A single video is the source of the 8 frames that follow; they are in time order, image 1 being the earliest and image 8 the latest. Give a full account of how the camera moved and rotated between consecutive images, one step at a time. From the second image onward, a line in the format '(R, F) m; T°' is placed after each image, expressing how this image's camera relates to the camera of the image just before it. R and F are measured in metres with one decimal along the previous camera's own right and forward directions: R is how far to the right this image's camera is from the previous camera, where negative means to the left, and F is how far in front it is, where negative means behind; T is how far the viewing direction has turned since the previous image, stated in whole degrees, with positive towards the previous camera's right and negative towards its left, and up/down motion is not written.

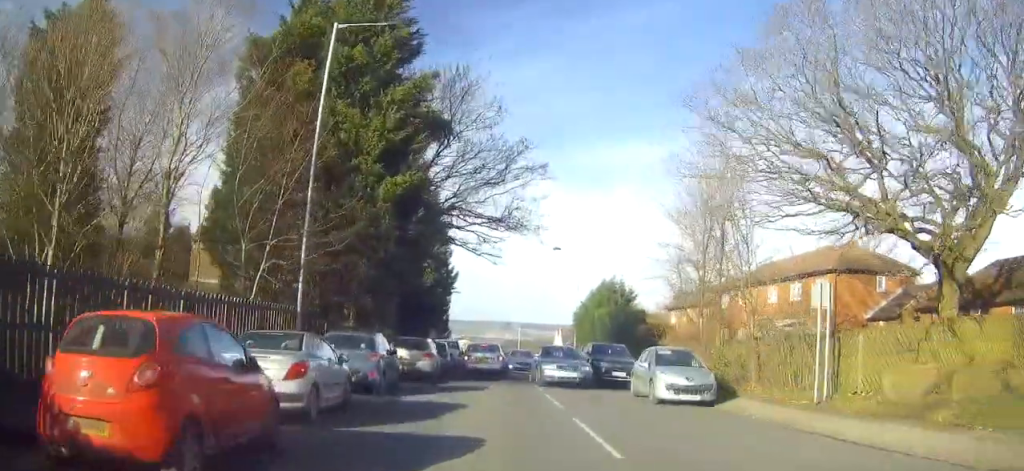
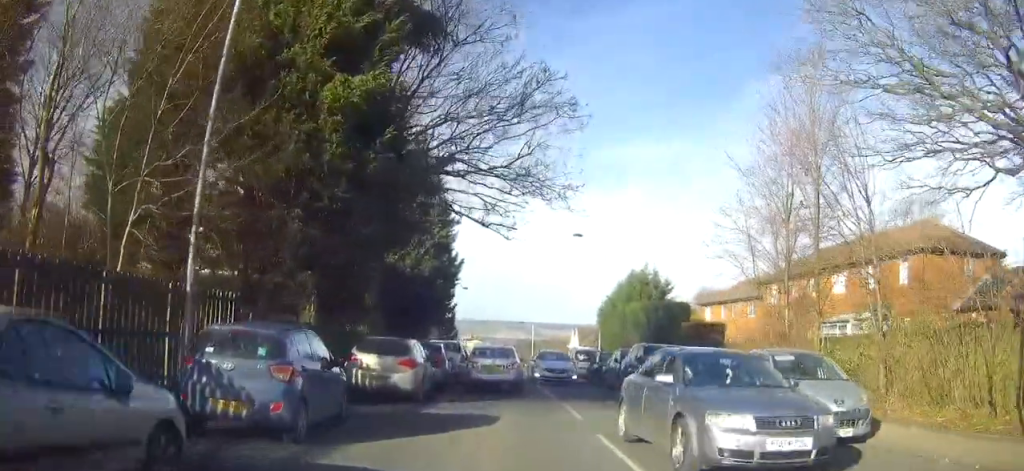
(0.0, +7.3) m; 0°
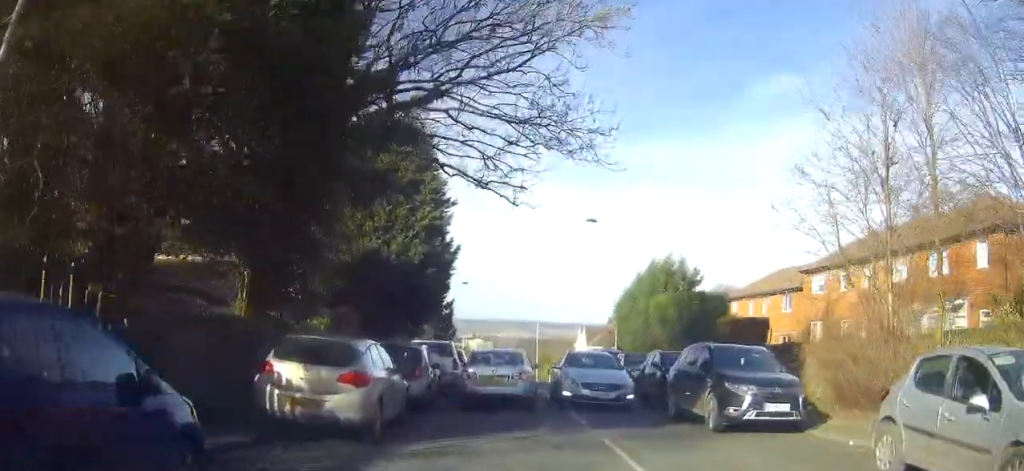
(0.0, +6.0) m; 0°
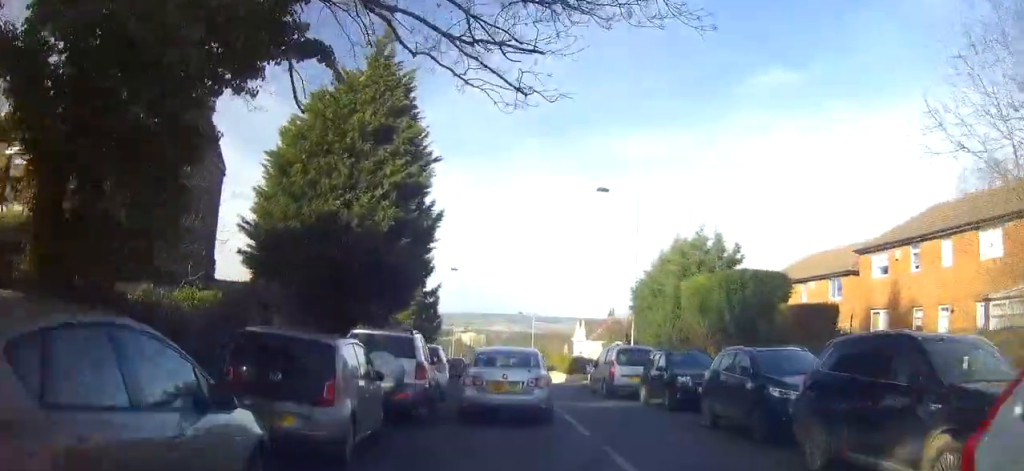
(0.0, +7.9) m; 0°
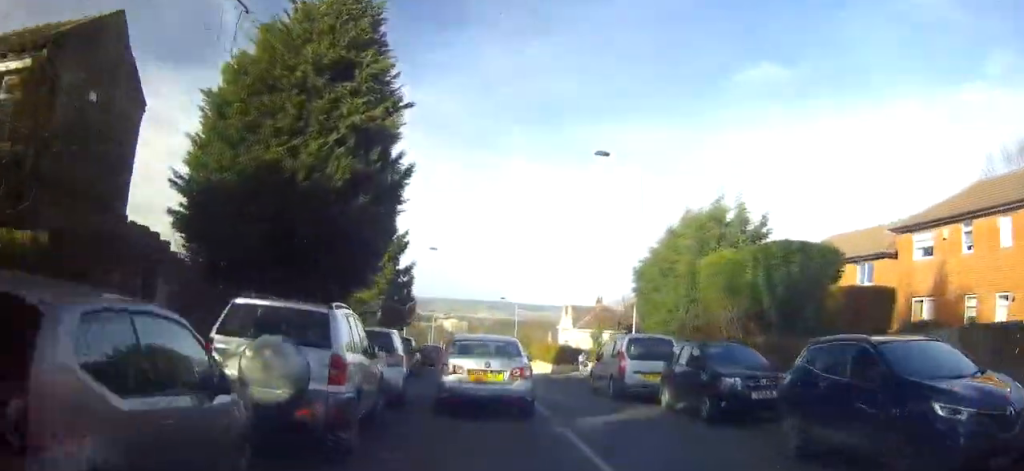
(0.0, +5.2) m; 0°
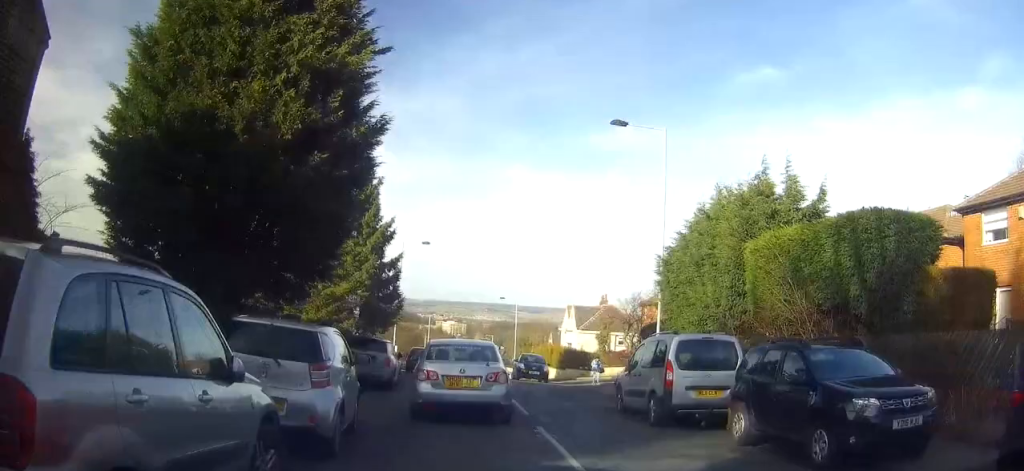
(0.0, +3.5) m; -2°
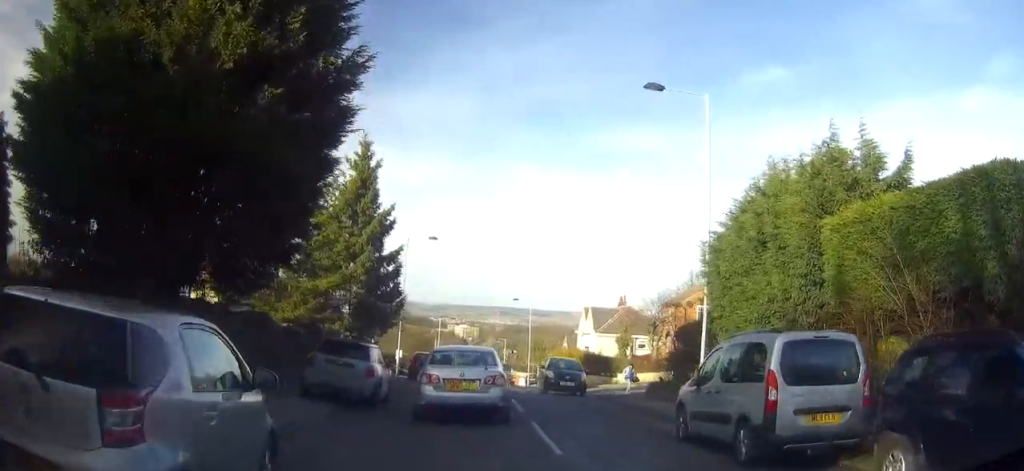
(-0.1, +3.0) m; -2°
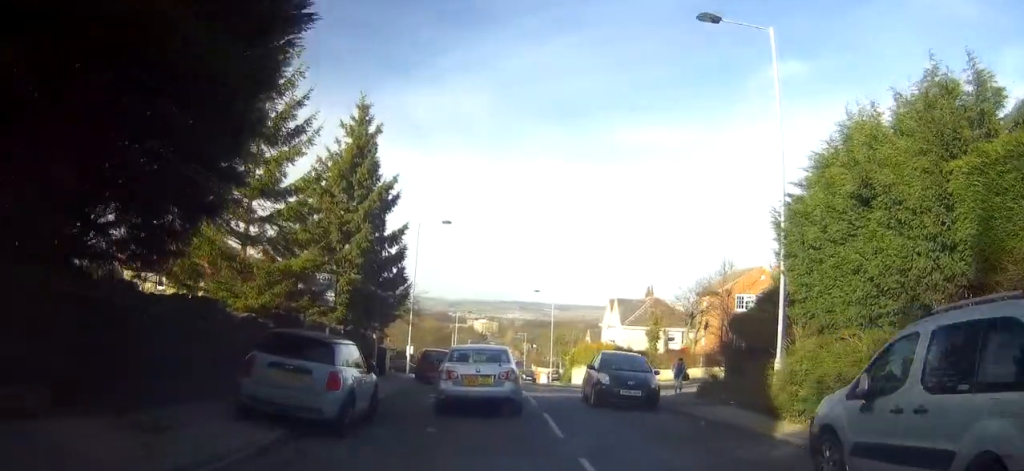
(-0.1, +3.7) m; -2°
